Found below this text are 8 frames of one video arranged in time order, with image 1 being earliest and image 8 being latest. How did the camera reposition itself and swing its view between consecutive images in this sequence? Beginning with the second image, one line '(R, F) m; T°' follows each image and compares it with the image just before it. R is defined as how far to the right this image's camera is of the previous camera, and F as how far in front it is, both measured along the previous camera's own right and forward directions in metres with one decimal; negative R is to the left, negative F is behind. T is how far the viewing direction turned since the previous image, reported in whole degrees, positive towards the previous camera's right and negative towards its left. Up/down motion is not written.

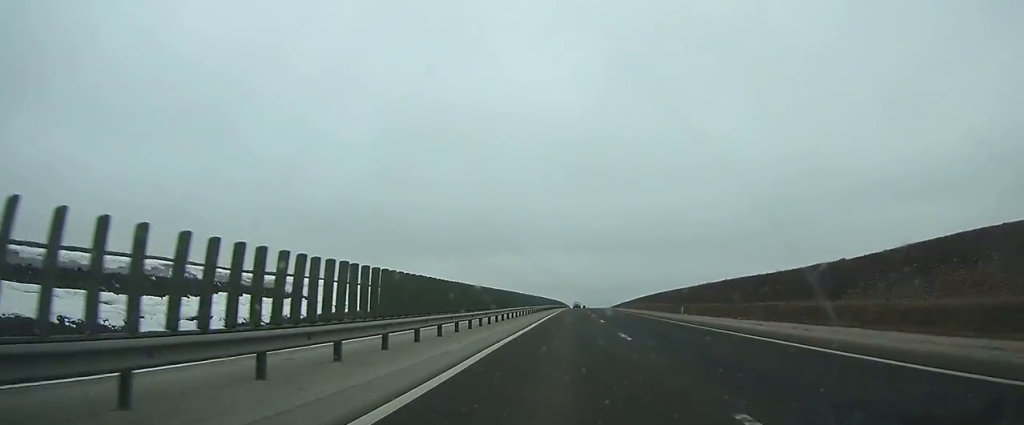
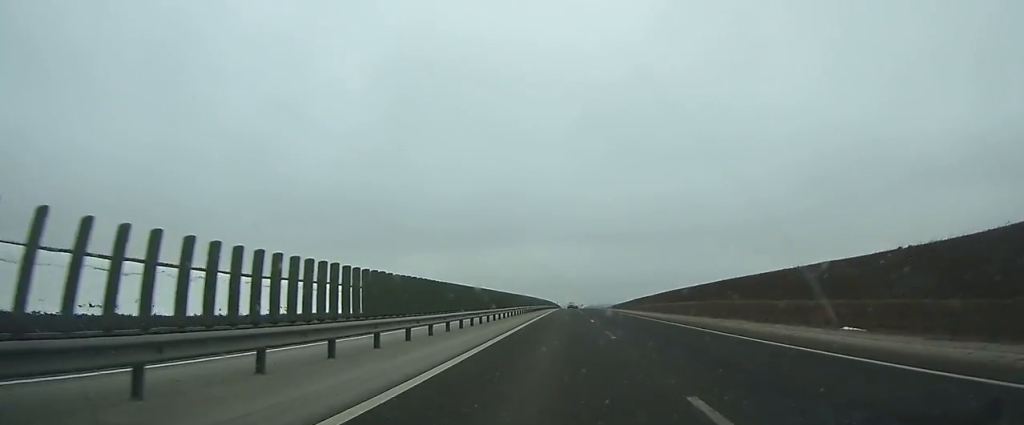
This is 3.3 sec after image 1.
(+0.4, +96.3) m; 0°
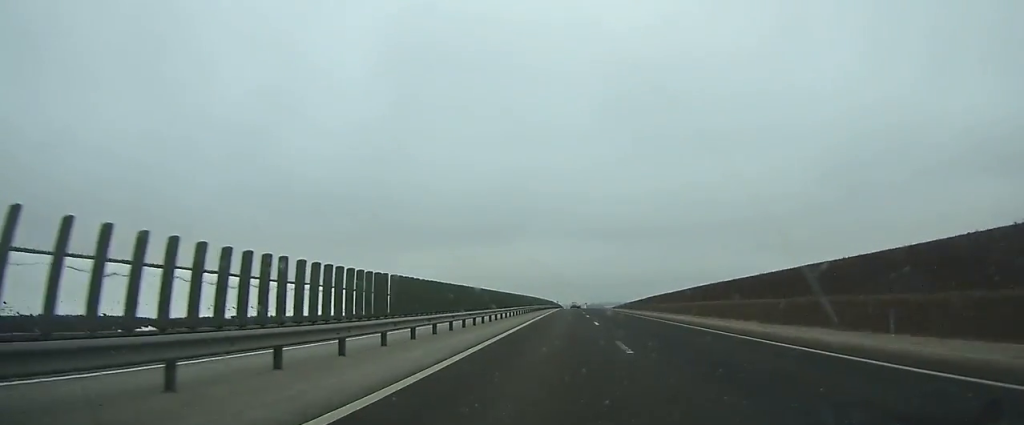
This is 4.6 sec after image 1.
(0.0, +39.1) m; 0°
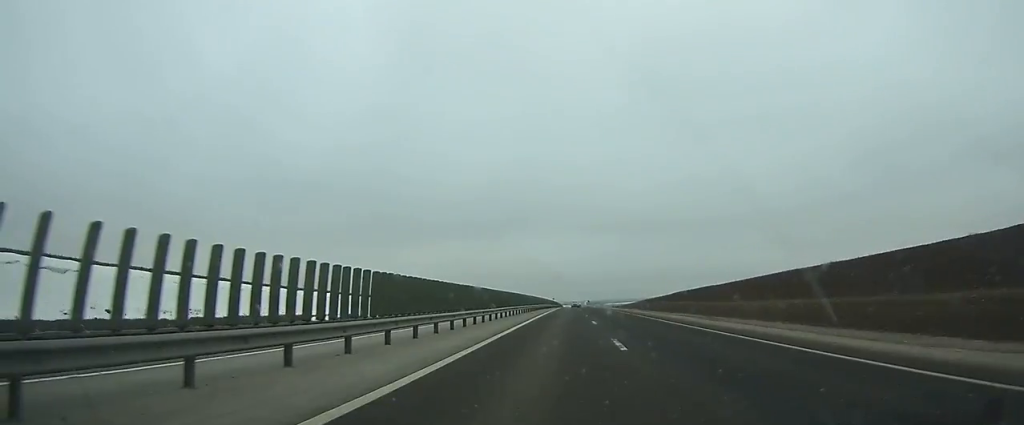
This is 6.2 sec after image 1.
(0.0, +49.5) m; 0°
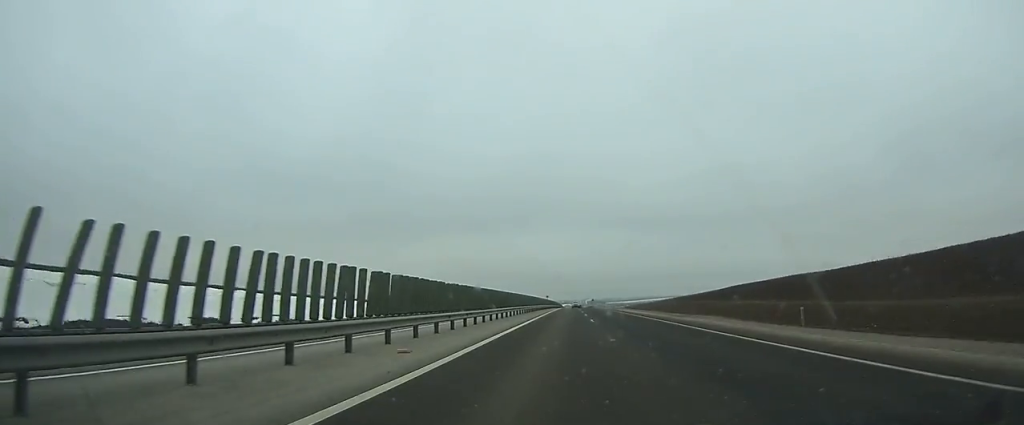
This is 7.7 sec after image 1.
(0.0, +47.4) m; 0°
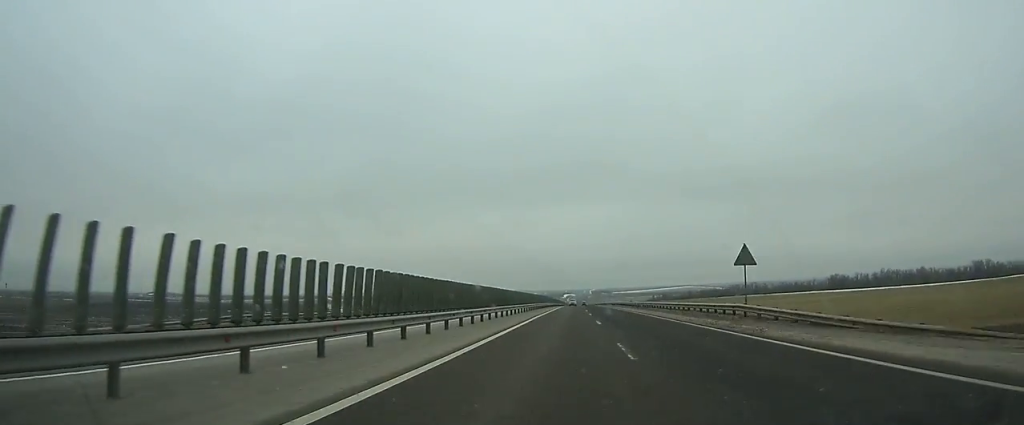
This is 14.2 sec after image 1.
(-0.2, +219.1) m; 0°
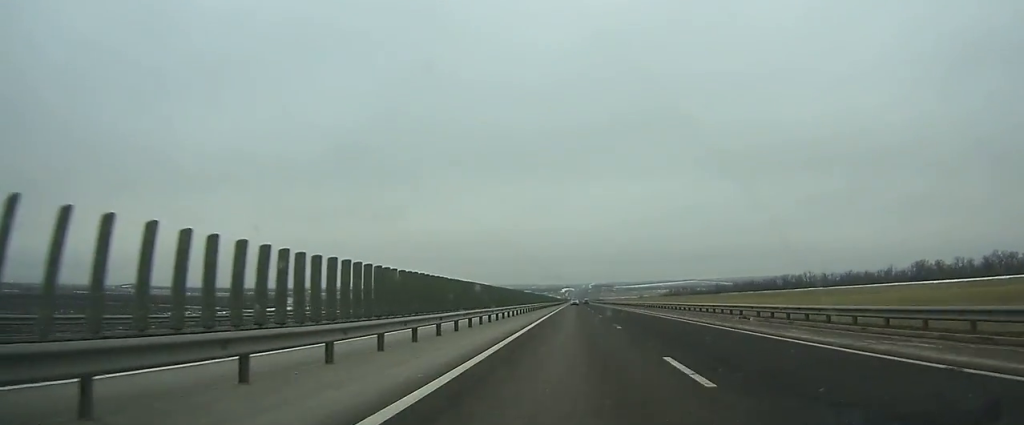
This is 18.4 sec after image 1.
(-0.2, +140.8) m; 0°
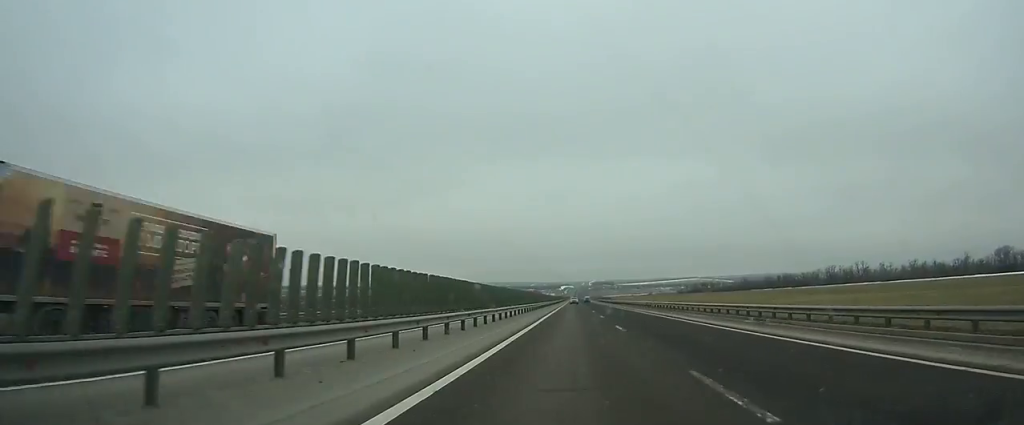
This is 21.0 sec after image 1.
(0.0, +85.5) m; 0°
